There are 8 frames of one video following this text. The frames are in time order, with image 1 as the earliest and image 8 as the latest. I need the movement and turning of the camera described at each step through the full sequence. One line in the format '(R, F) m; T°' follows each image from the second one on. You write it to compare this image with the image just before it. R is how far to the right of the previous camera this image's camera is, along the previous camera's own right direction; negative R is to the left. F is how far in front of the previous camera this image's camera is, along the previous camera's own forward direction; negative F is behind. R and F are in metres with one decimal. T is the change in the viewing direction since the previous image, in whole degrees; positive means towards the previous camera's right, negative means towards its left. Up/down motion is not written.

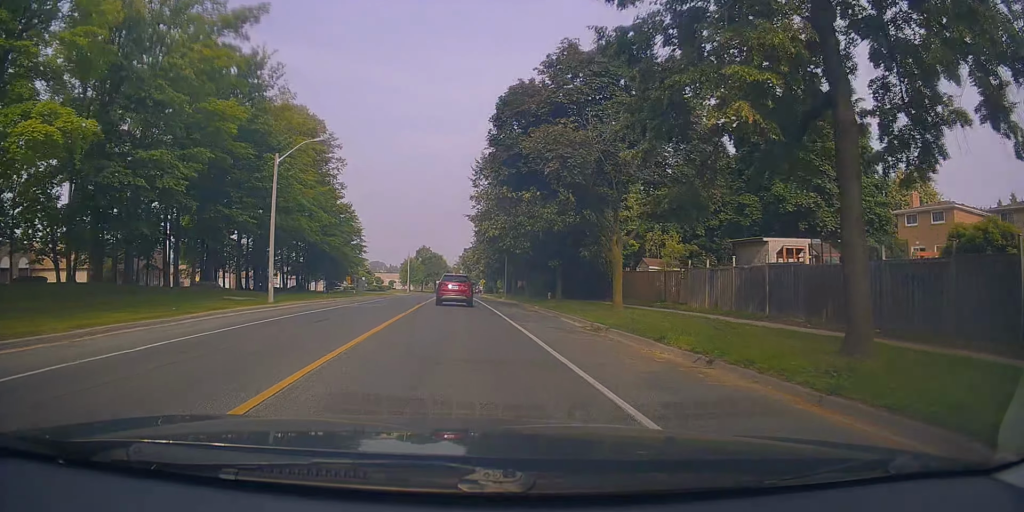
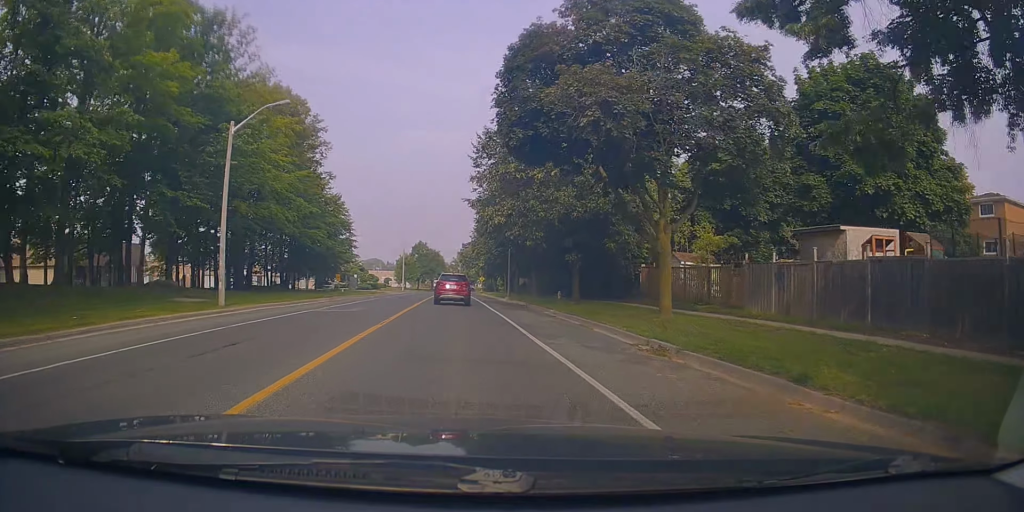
(0.0, +6.0) m; 0°
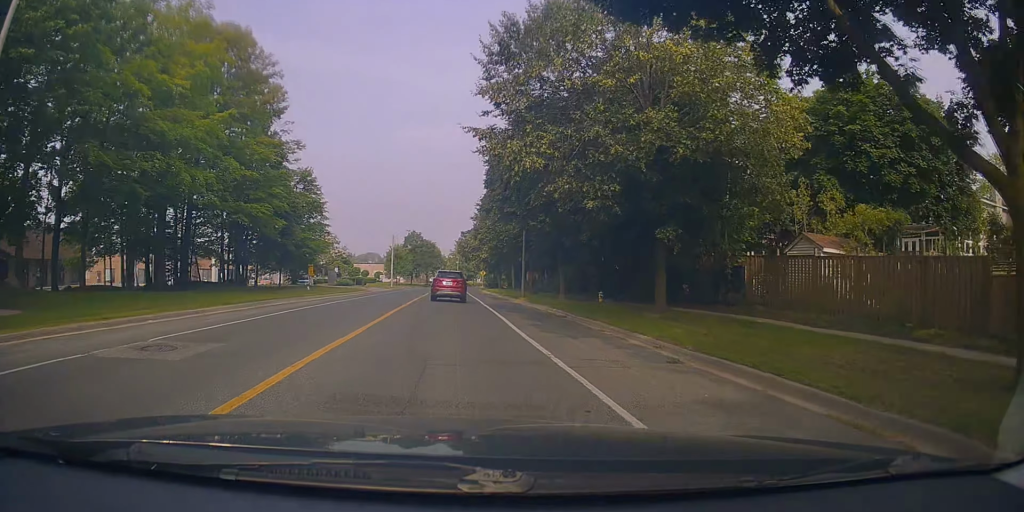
(+0.1, +14.0) m; -2°
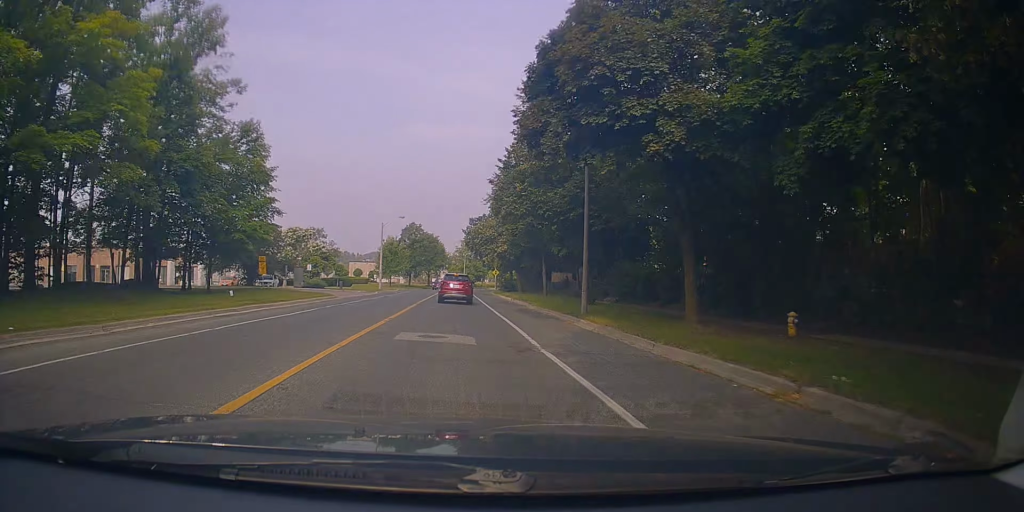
(-0.2, +18.7) m; +2°
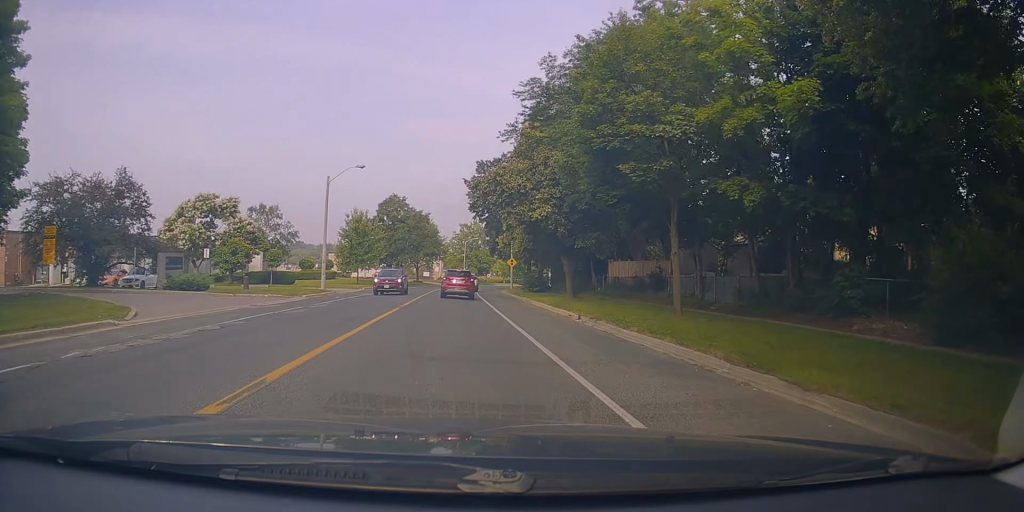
(+0.9, +27.4) m; +1°
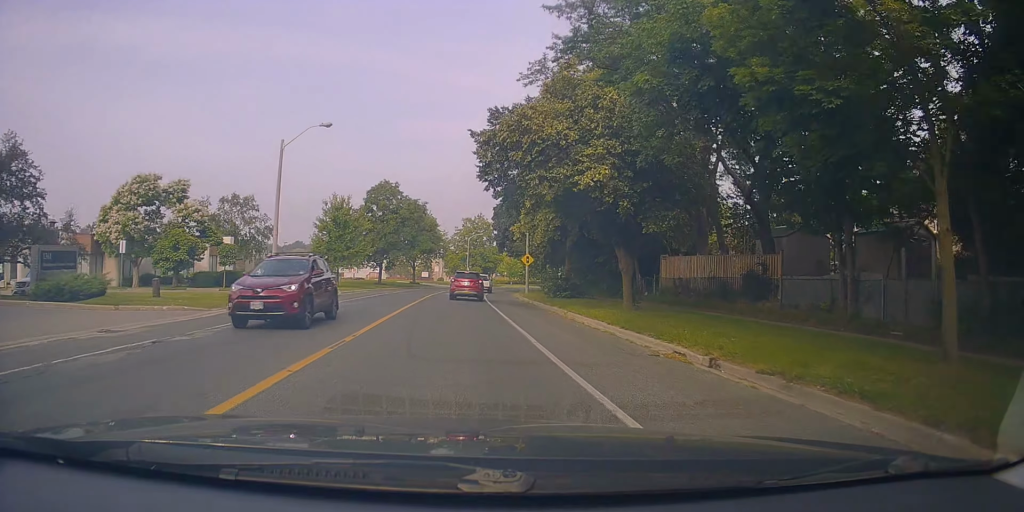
(+0.4, +11.0) m; -2°
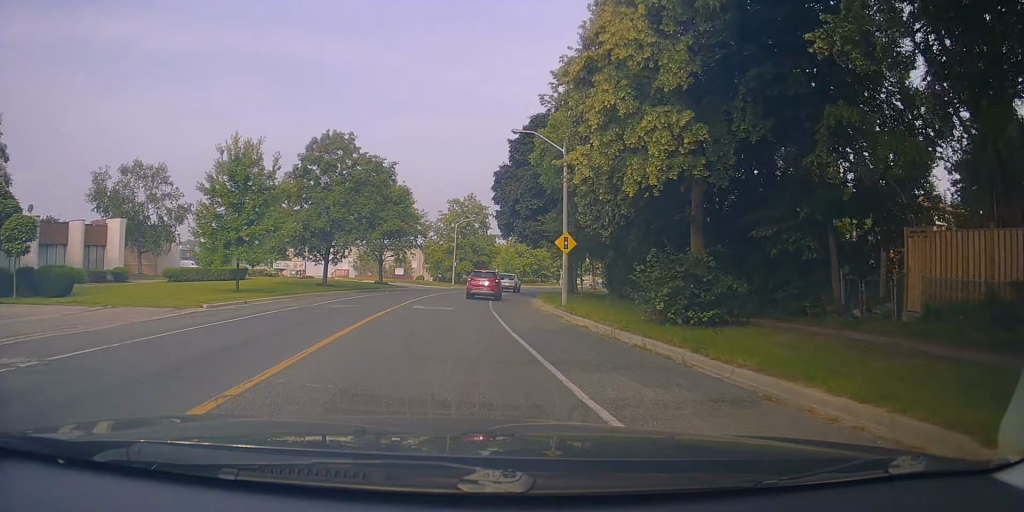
(-0.4, +20.6) m; +3°
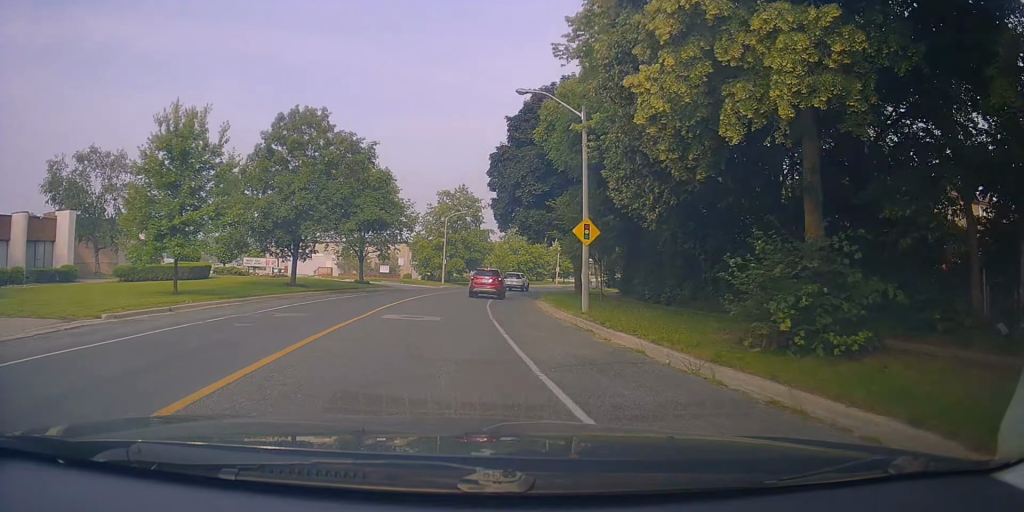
(+0.2, +6.0) m; +2°
